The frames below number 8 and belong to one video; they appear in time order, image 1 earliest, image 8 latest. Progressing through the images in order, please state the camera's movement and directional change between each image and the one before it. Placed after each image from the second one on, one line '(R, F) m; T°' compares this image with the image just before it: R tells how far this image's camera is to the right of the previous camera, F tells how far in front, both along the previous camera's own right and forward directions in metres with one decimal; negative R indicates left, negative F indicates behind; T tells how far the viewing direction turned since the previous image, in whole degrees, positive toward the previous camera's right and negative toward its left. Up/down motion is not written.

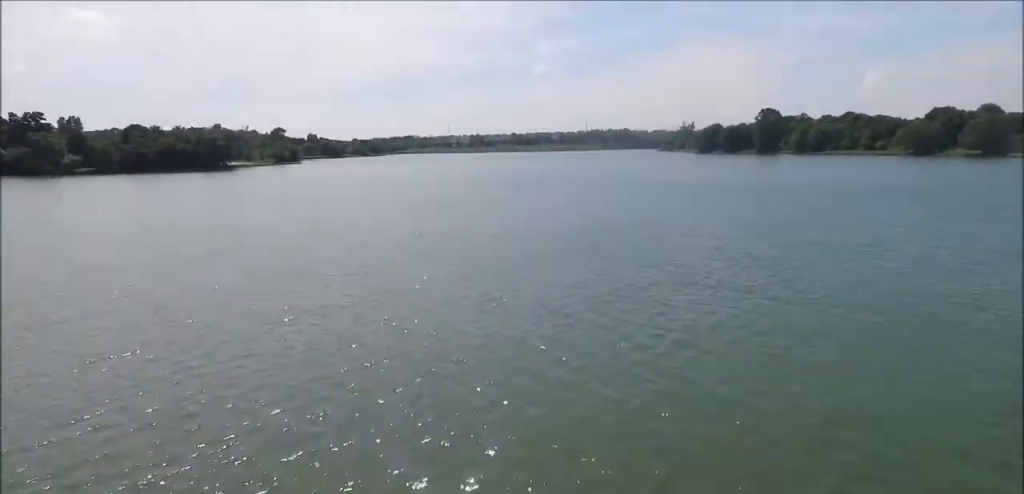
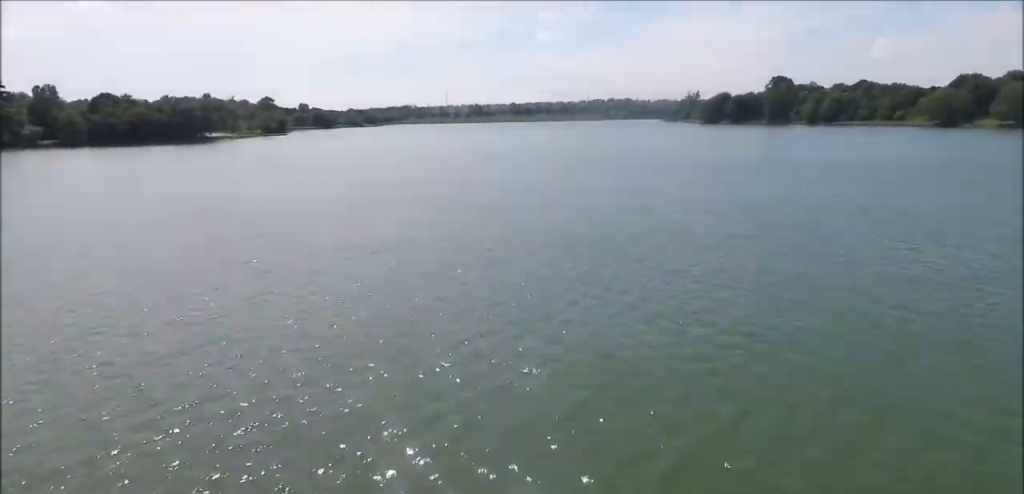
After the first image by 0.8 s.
(0.0, +11.3) m; 0°
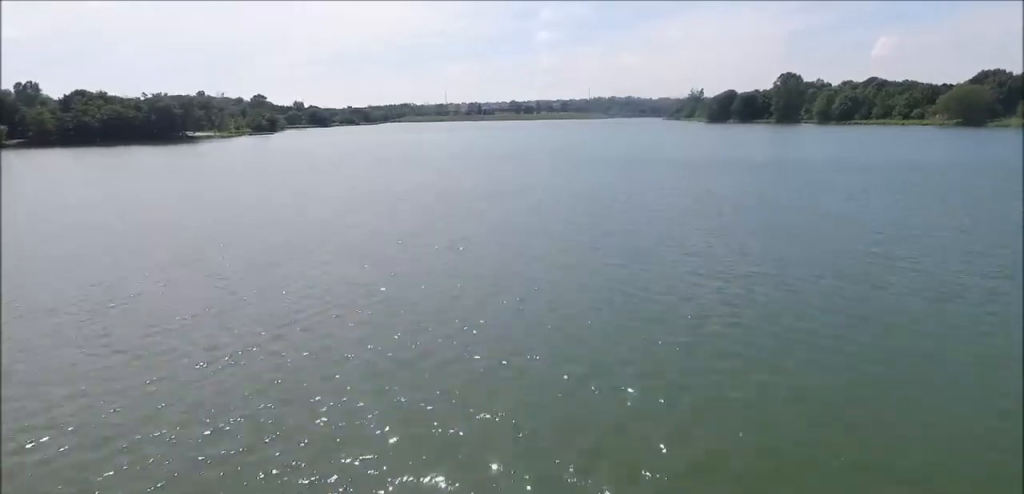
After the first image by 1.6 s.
(-0.2, +11.6) m; +1°
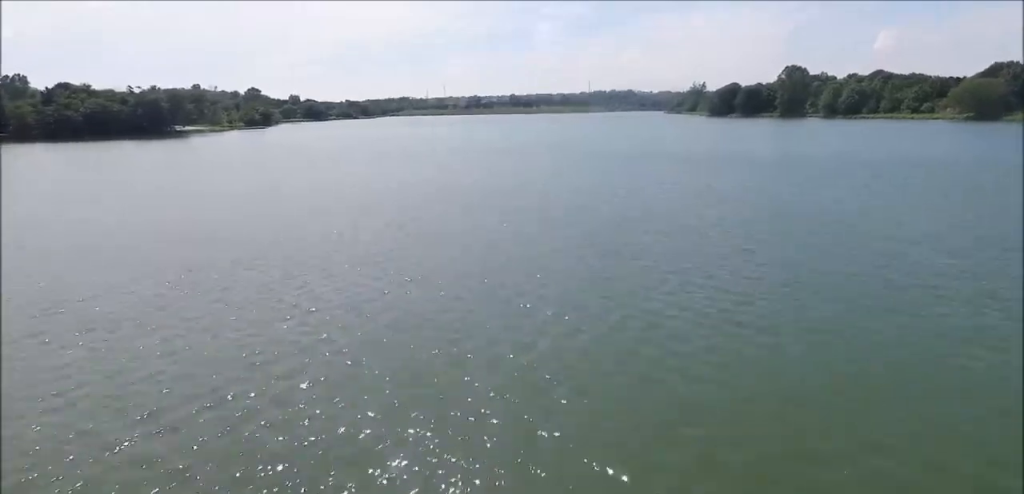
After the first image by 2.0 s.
(+0.2, +5.5) m; 0°
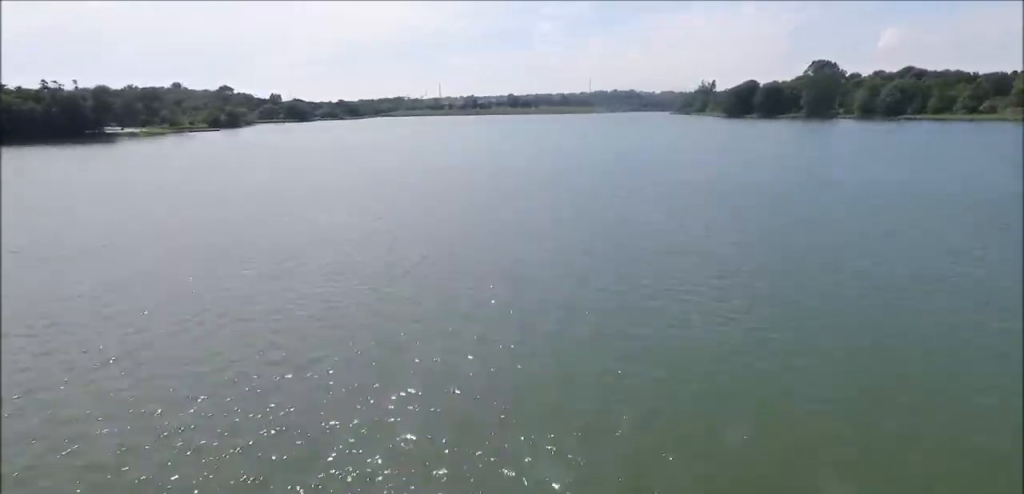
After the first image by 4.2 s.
(-0.1, +30.7) m; -1°
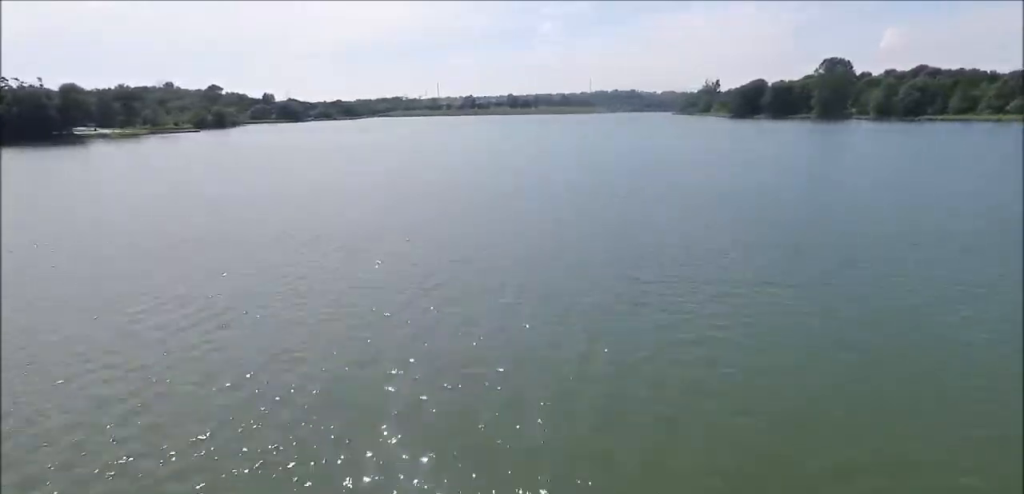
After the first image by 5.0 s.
(0.0, +11.9) m; 0°
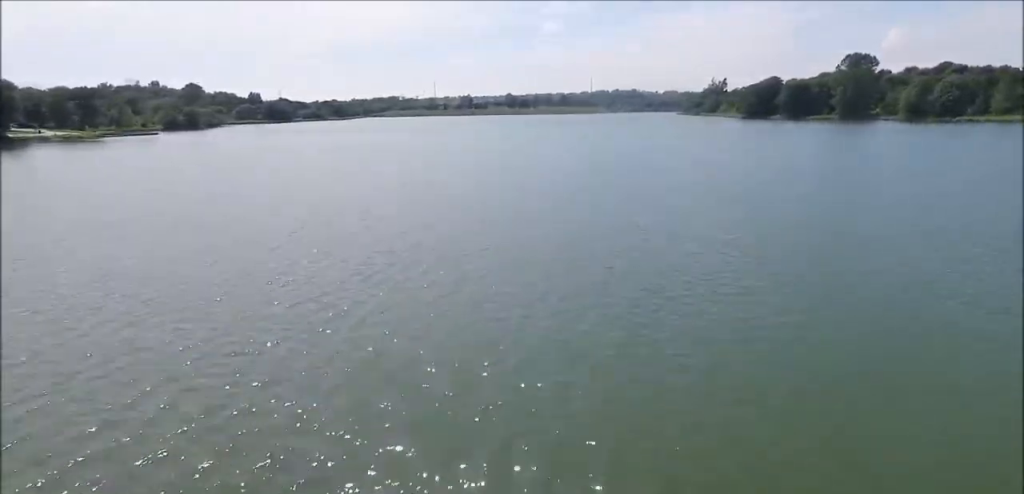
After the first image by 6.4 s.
(-0.1, +20.4) m; -1°
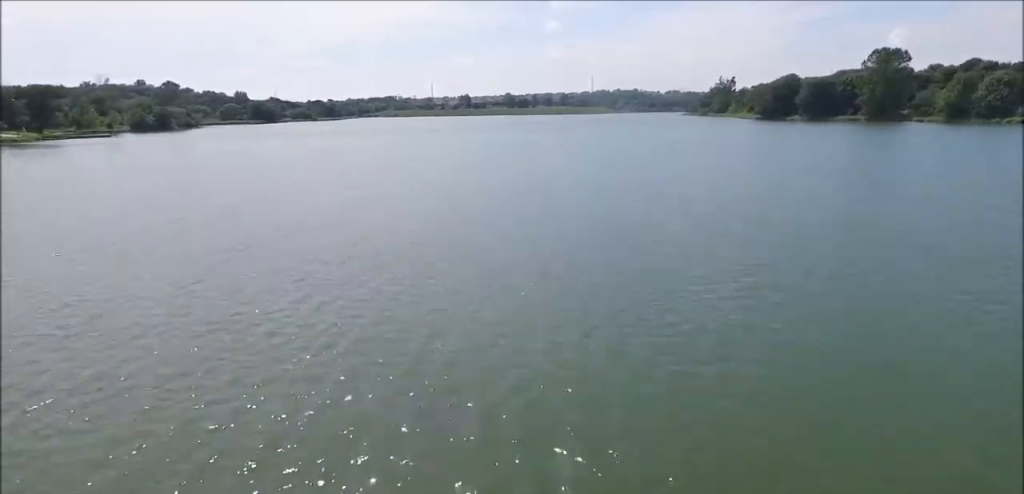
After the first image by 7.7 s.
(-0.1, +18.5) m; -1°
